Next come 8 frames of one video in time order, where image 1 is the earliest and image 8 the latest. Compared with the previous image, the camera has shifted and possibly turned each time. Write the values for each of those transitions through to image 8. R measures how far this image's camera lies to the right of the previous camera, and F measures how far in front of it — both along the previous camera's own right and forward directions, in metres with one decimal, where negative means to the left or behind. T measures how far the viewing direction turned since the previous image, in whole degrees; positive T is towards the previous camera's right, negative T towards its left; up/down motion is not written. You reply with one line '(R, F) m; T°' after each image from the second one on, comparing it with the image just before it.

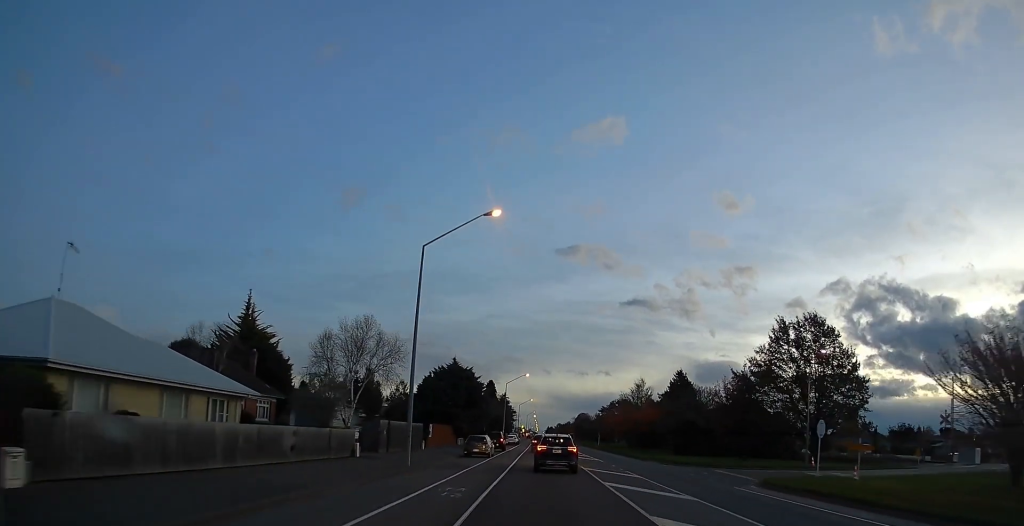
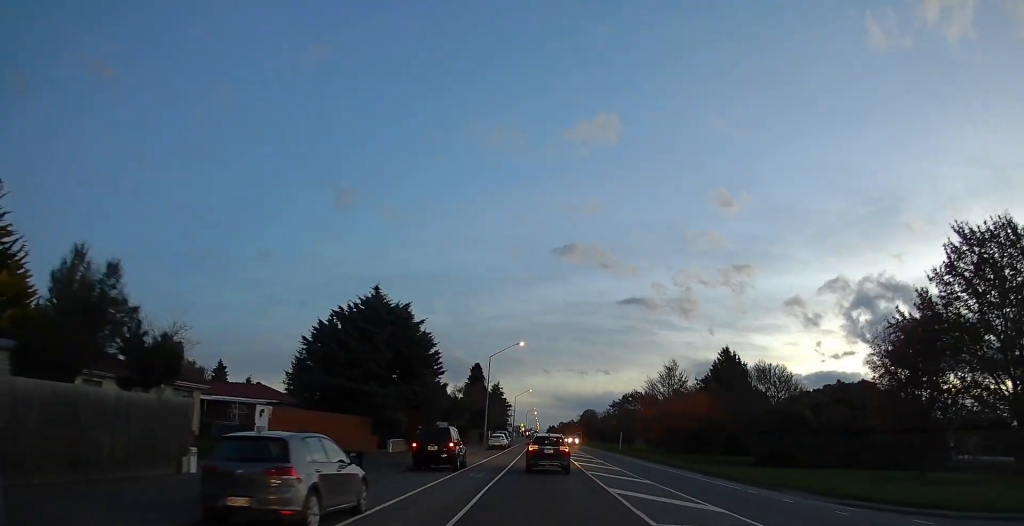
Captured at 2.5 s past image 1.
(+0.7, +33.4) m; +1°
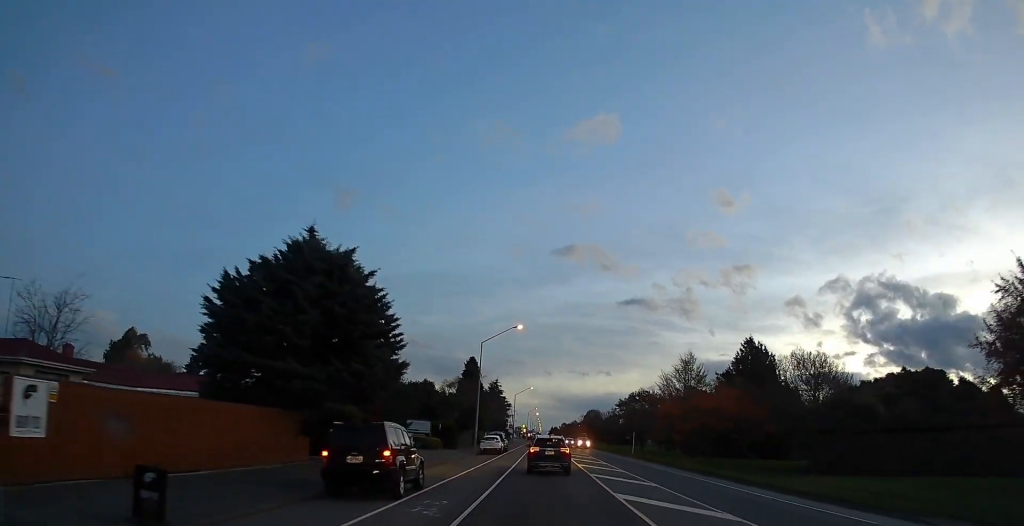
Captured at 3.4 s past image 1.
(-0.1, +11.2) m; 0°
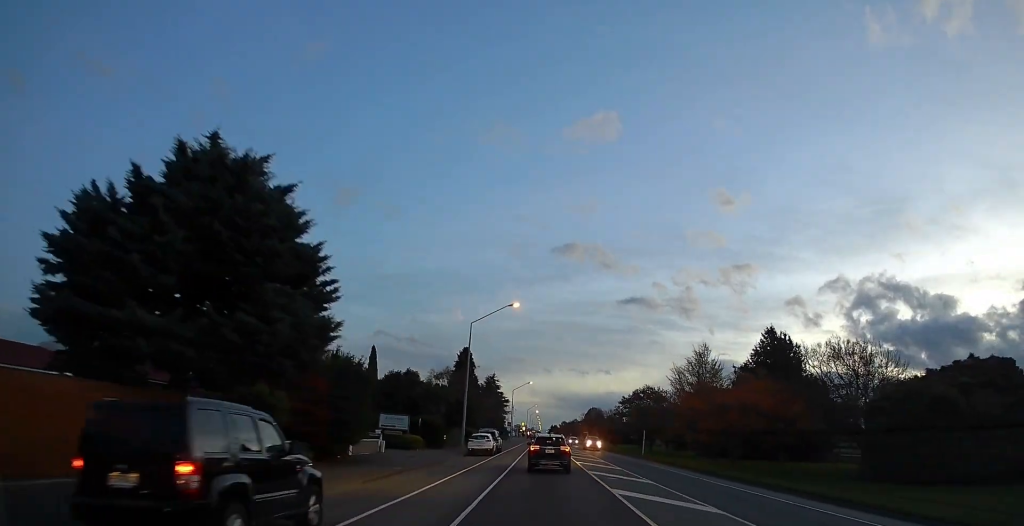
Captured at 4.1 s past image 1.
(0.0, +8.7) m; 0°
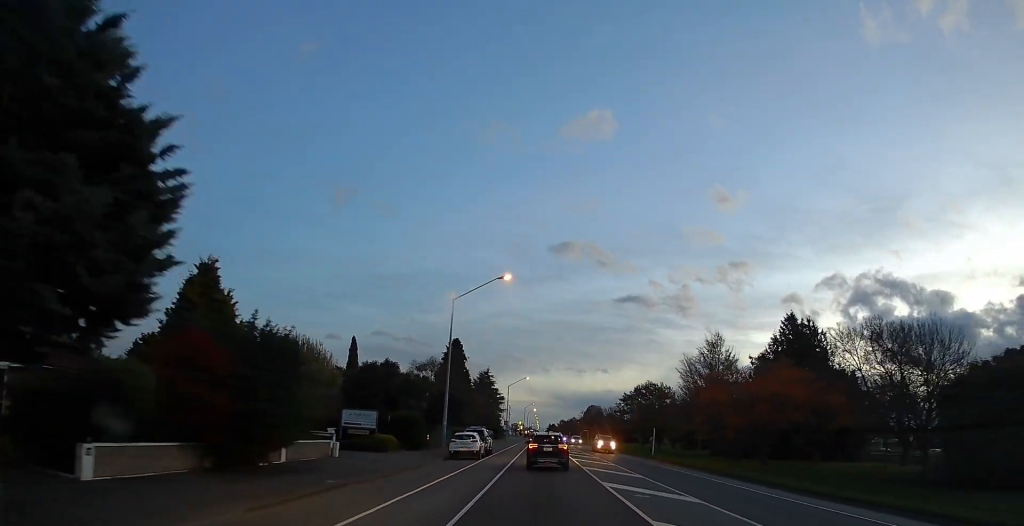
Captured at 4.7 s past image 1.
(+0.3, +7.9) m; -2°
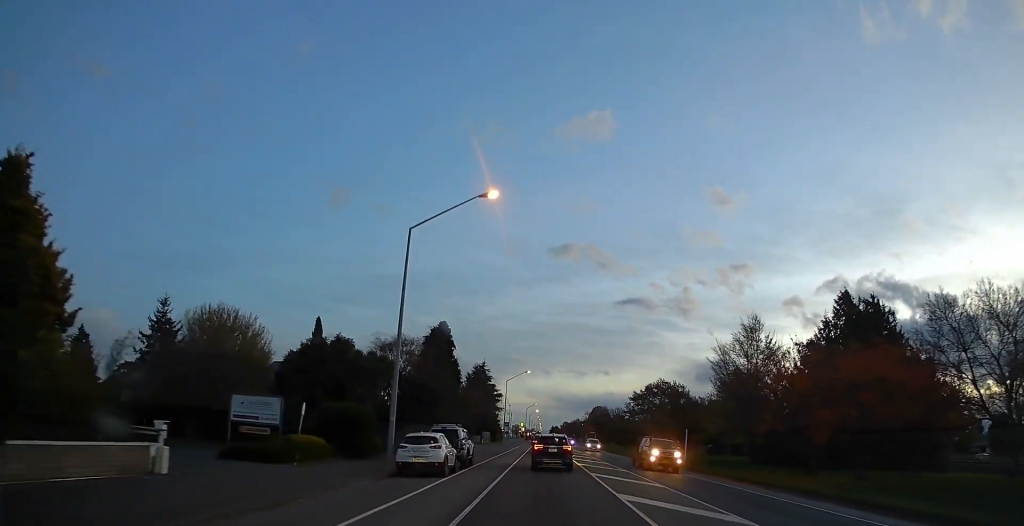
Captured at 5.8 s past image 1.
(-0.9, +13.6) m; -1°
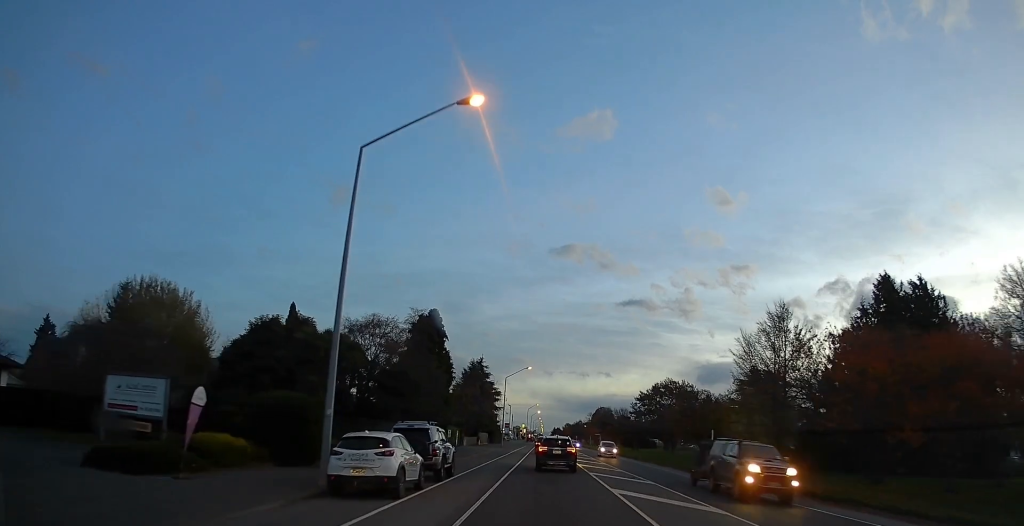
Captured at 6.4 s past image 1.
(+0.4, +7.5) m; +2°
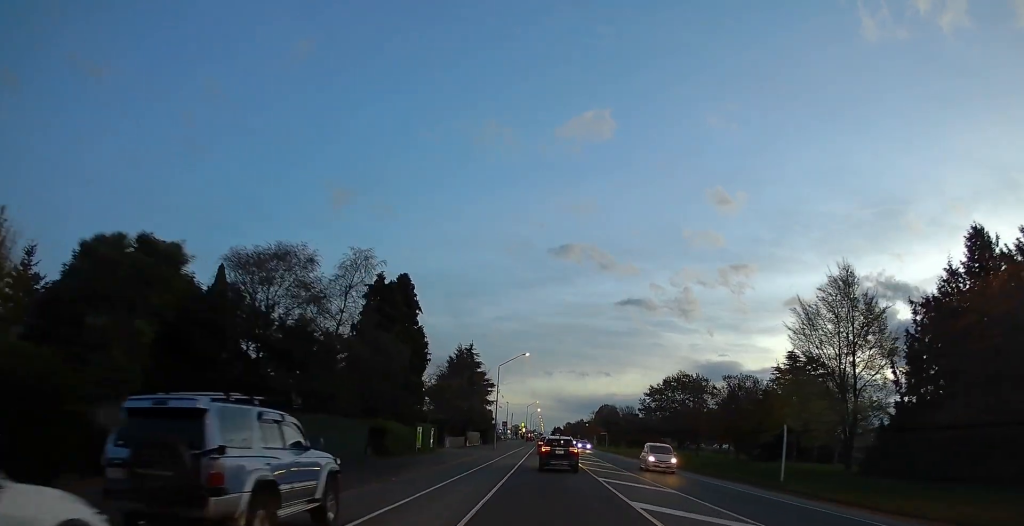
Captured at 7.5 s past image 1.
(+0.4, +14.0) m; +1°
